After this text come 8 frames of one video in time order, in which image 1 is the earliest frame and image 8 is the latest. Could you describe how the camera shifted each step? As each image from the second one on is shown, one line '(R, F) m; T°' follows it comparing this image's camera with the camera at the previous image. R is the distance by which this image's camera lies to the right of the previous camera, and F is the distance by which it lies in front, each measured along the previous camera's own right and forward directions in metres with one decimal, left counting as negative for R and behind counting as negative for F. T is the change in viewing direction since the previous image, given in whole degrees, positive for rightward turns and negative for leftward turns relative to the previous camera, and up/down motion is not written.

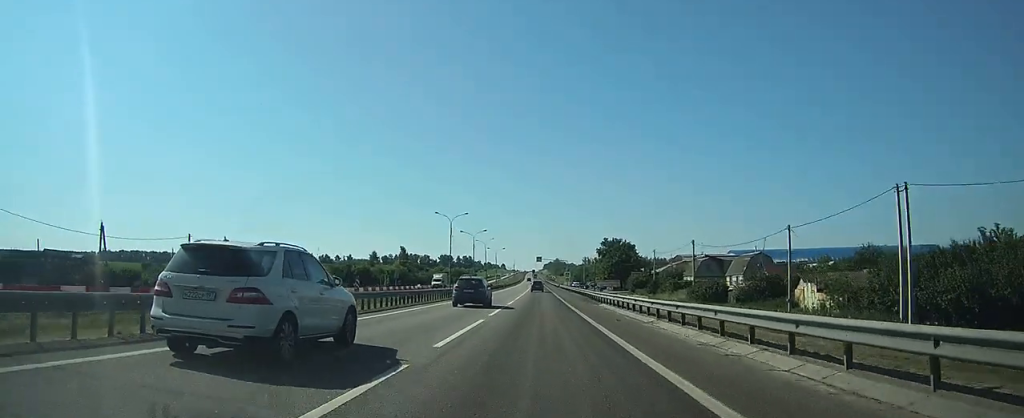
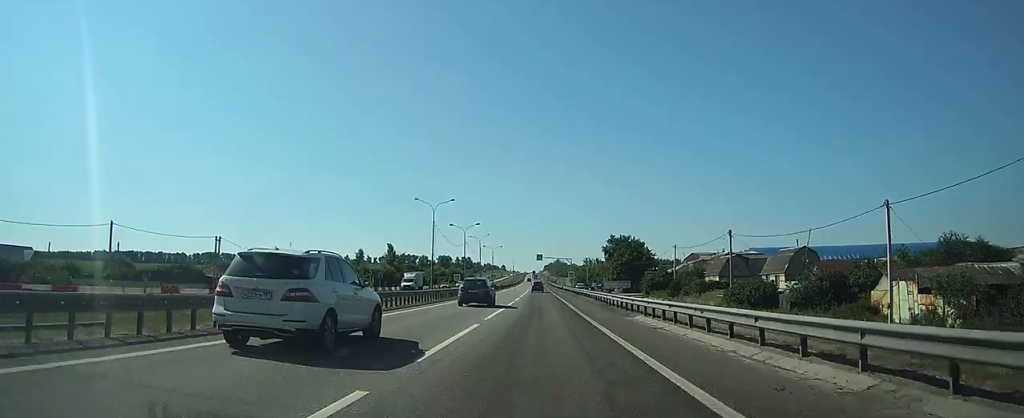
(0.0, +14.2) m; 0°
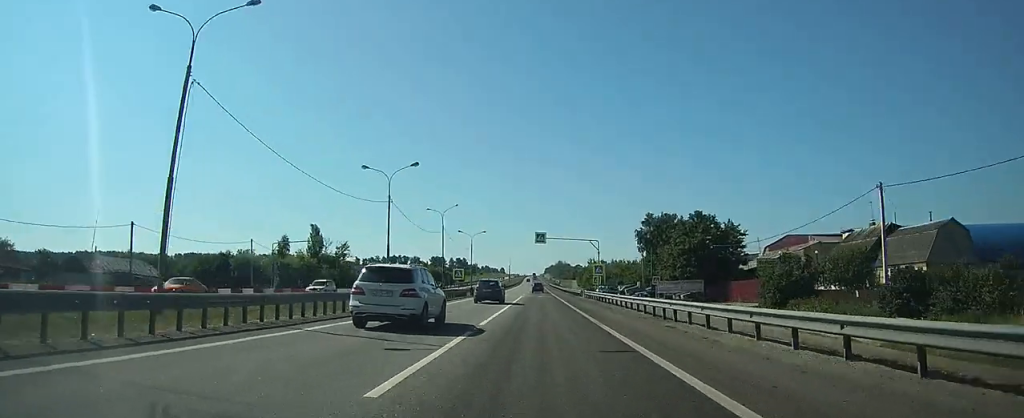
(0.0, +51.1) m; 0°
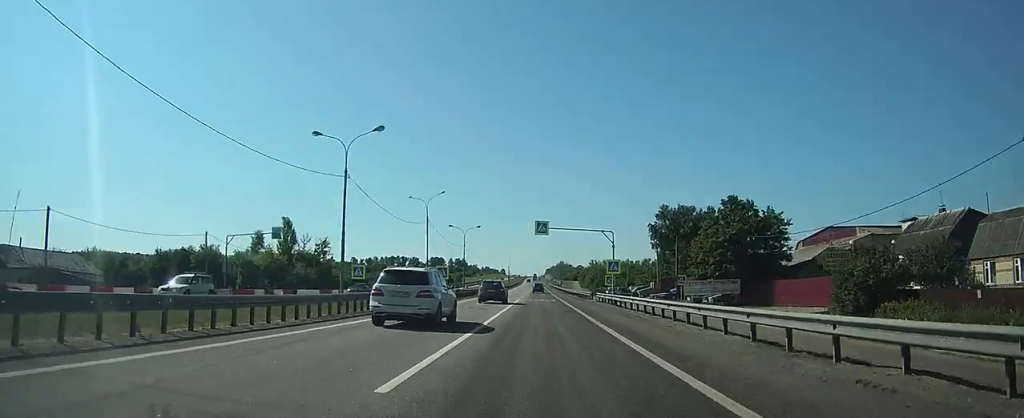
(0.0, +11.7) m; 0°
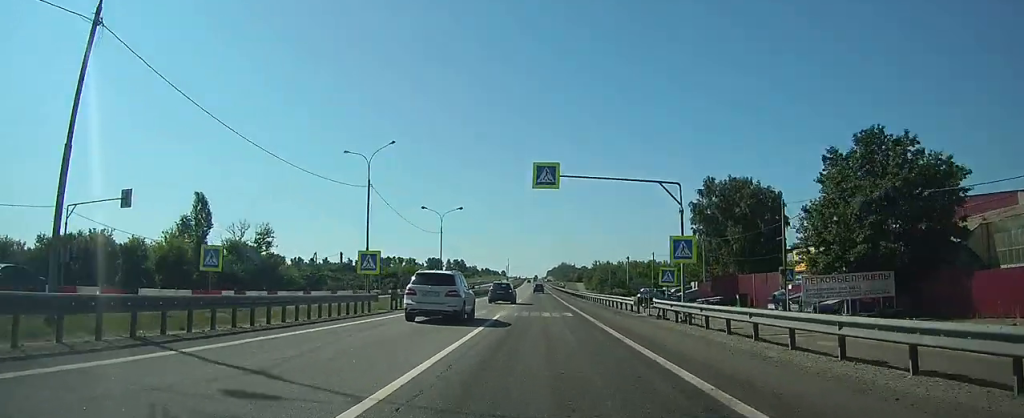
(0.0, +24.3) m; 0°
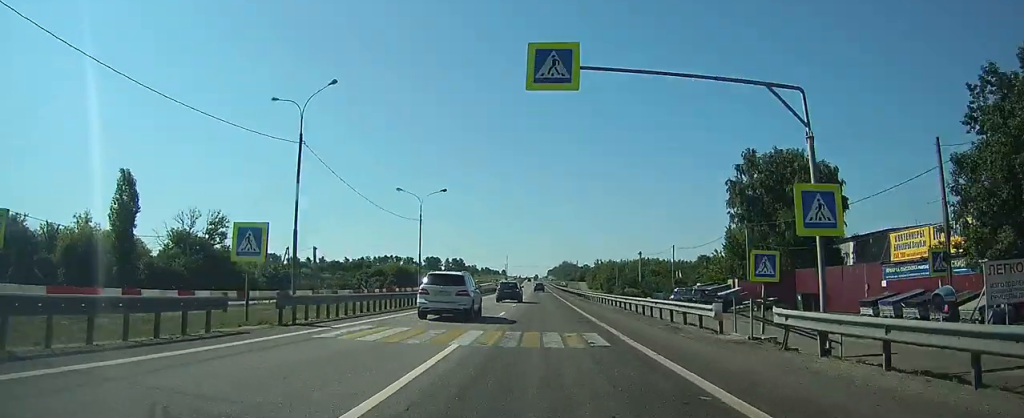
(0.0, +13.4) m; 0°
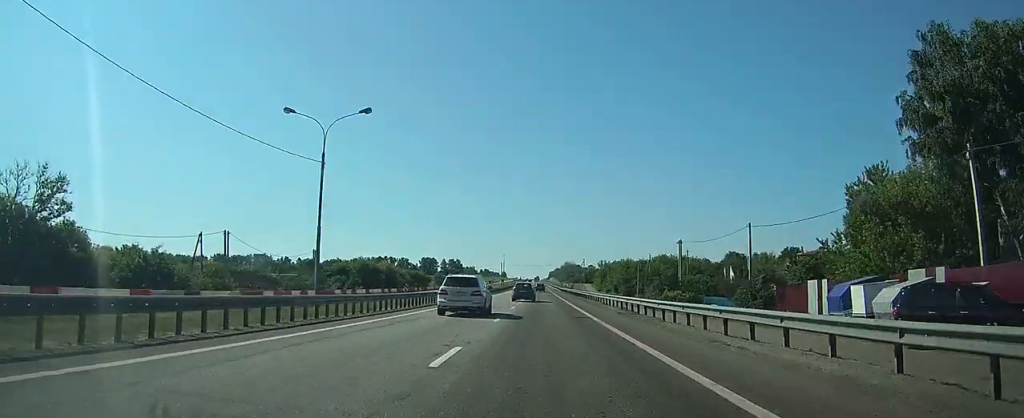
(0.0, +28.5) m; 0°
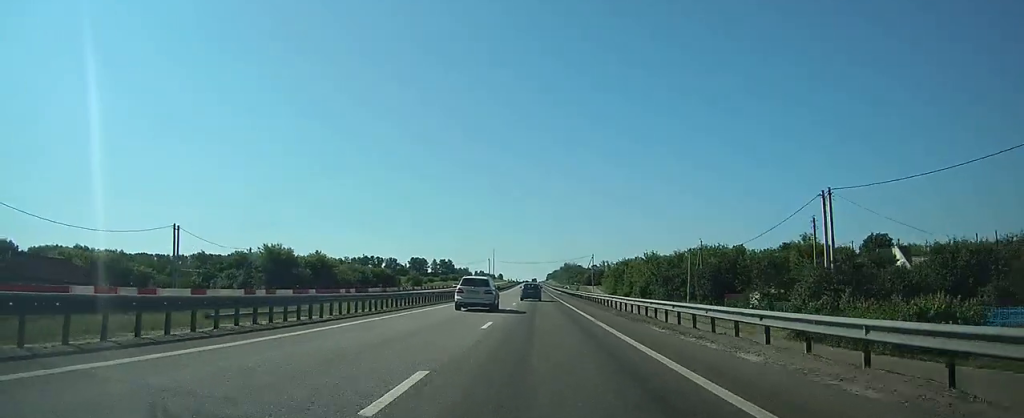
(-0.2, +39.5) m; 0°
